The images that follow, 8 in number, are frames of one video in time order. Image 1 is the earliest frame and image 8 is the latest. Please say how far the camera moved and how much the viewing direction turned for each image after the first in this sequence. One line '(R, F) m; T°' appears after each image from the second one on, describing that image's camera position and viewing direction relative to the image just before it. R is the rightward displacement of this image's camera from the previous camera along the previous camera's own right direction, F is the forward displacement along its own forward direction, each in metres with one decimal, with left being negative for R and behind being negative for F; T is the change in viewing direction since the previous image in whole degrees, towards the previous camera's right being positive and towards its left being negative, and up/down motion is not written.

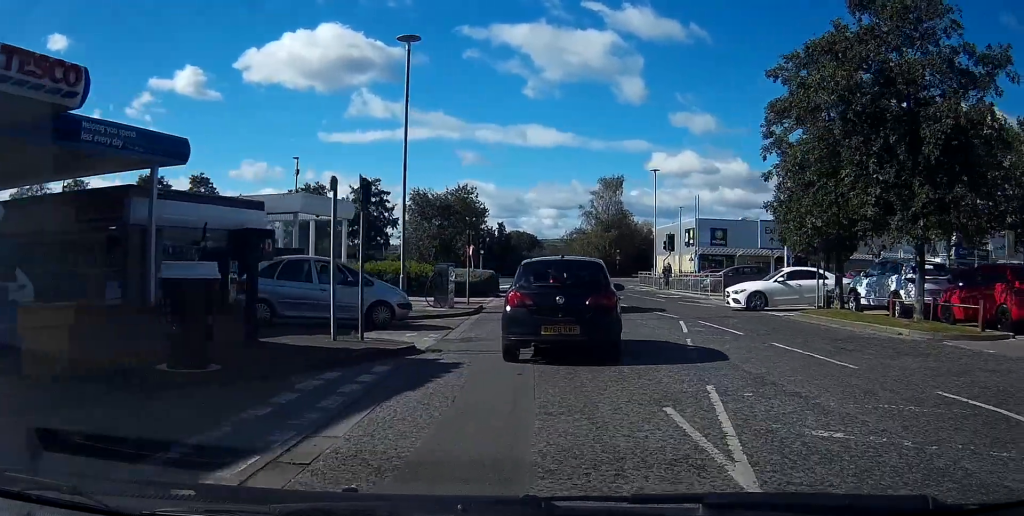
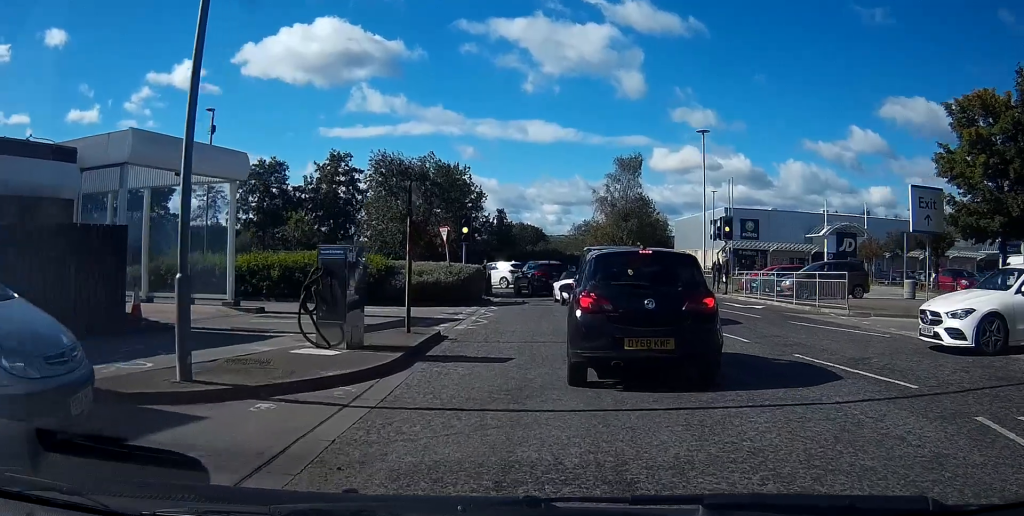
(-0.2, +13.6) m; -5°
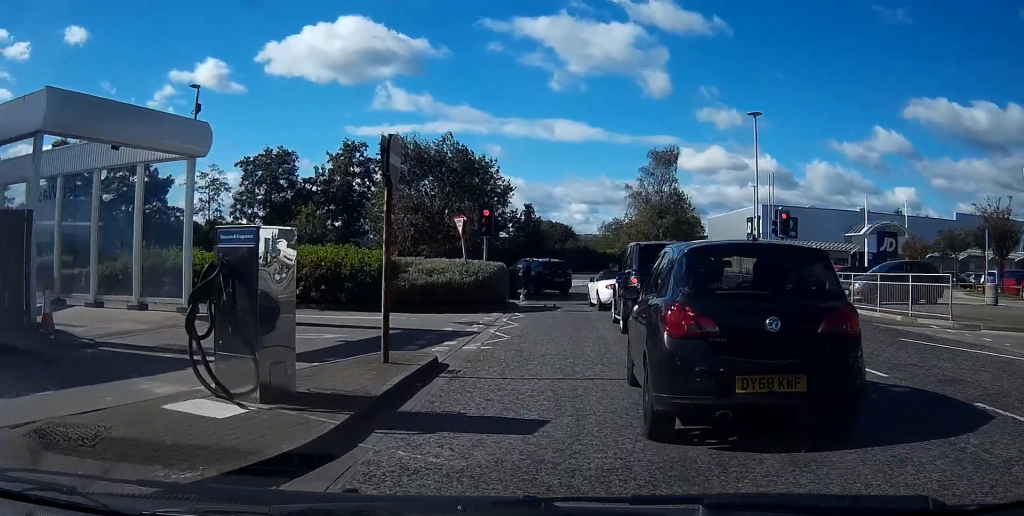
(-0.1, +3.5) m; 0°
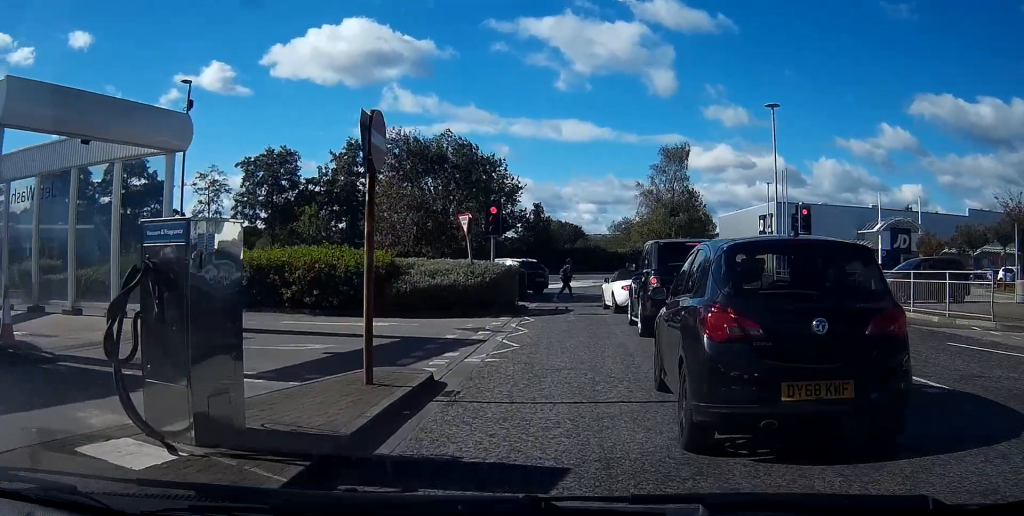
(+0.1, +1.5) m; 0°
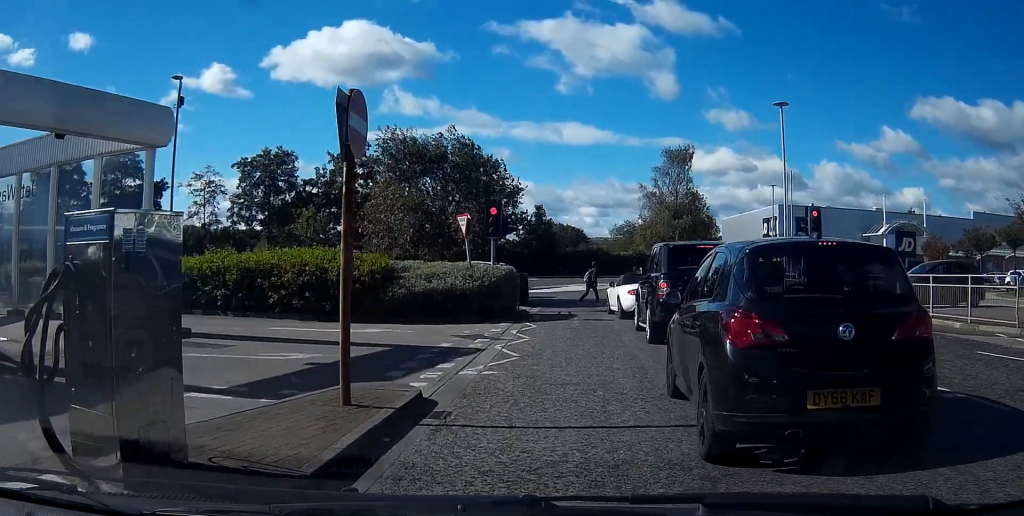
(0.0, +1.0) m; 0°
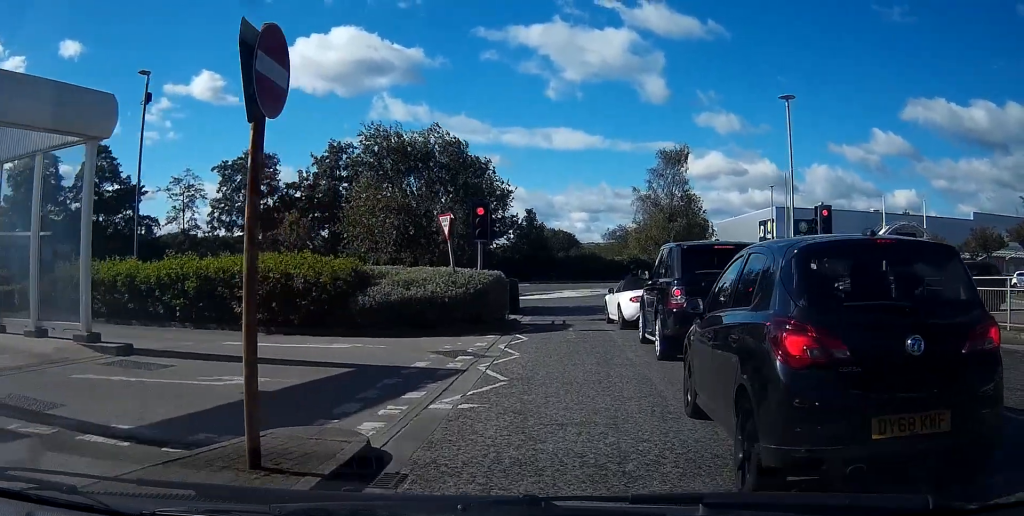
(-0.1, +2.1) m; 0°
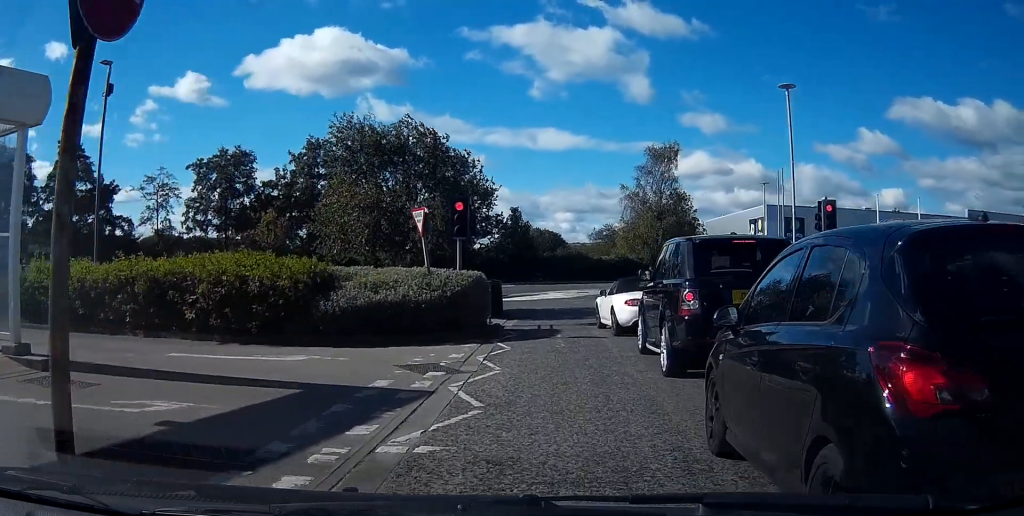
(+0.1, +1.9) m; +2°
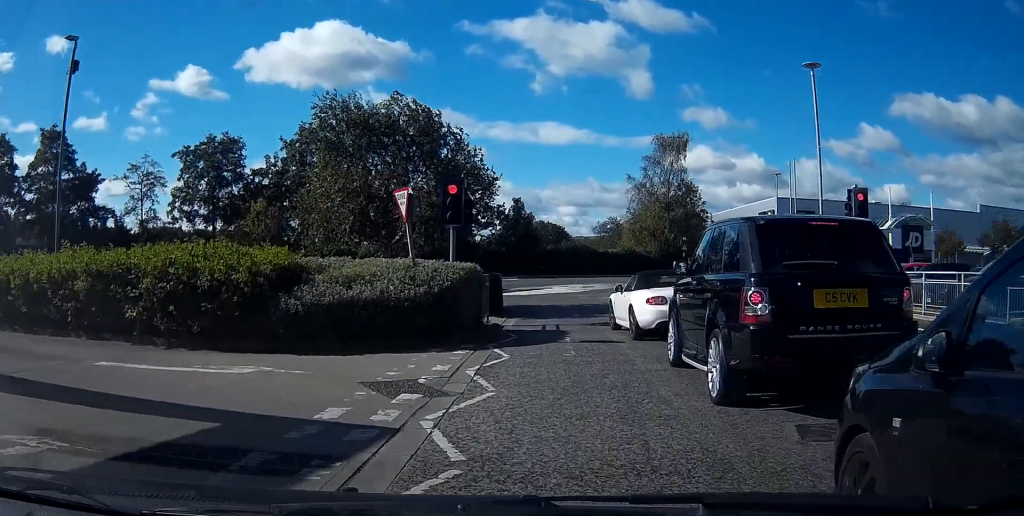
(0.0, +2.7) m; 0°
